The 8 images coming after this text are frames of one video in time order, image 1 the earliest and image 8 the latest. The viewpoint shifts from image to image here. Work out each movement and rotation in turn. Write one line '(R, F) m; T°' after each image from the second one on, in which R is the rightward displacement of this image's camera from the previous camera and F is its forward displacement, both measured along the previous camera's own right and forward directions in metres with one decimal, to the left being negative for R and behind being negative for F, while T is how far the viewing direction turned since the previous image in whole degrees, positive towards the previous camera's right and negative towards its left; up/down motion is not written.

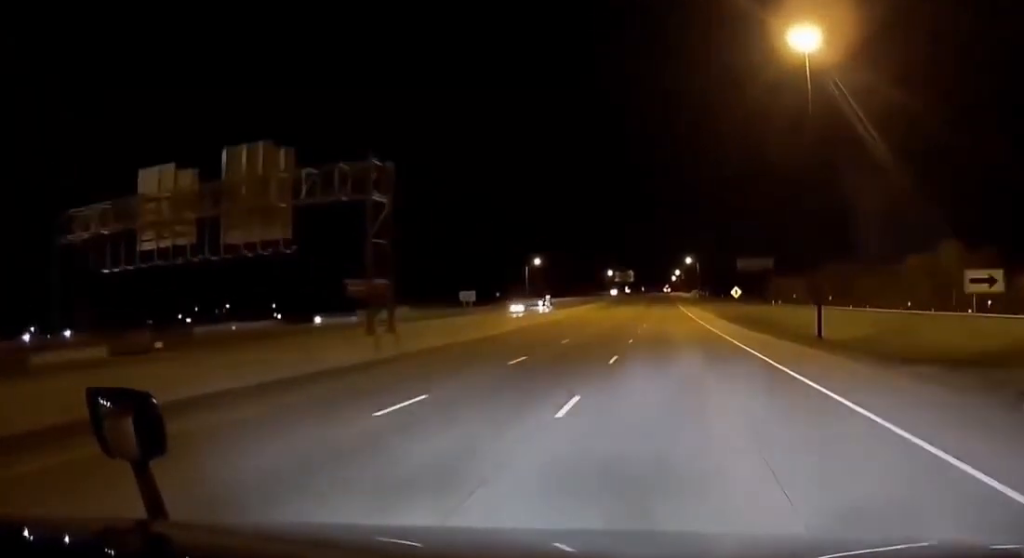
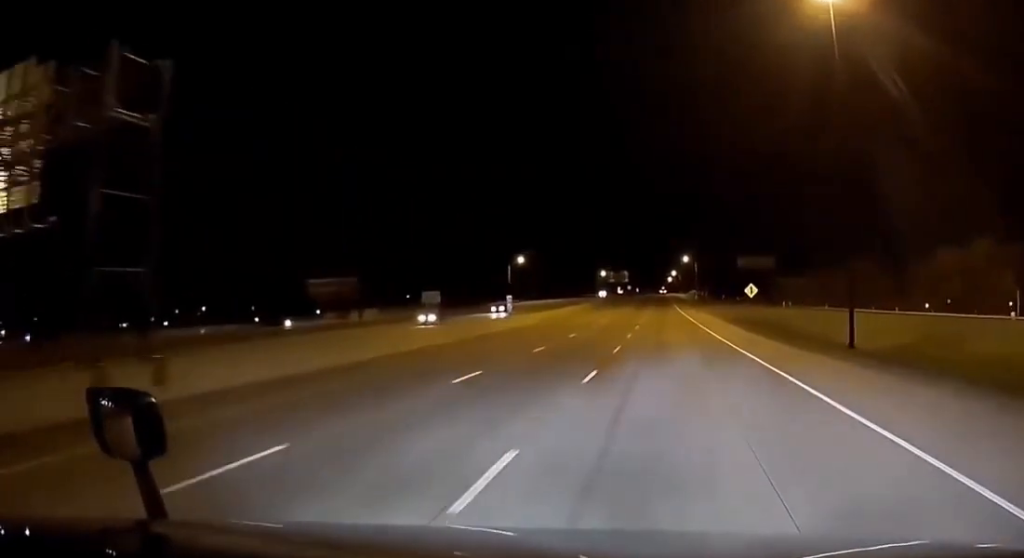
(0.0, +17.3) m; 0°
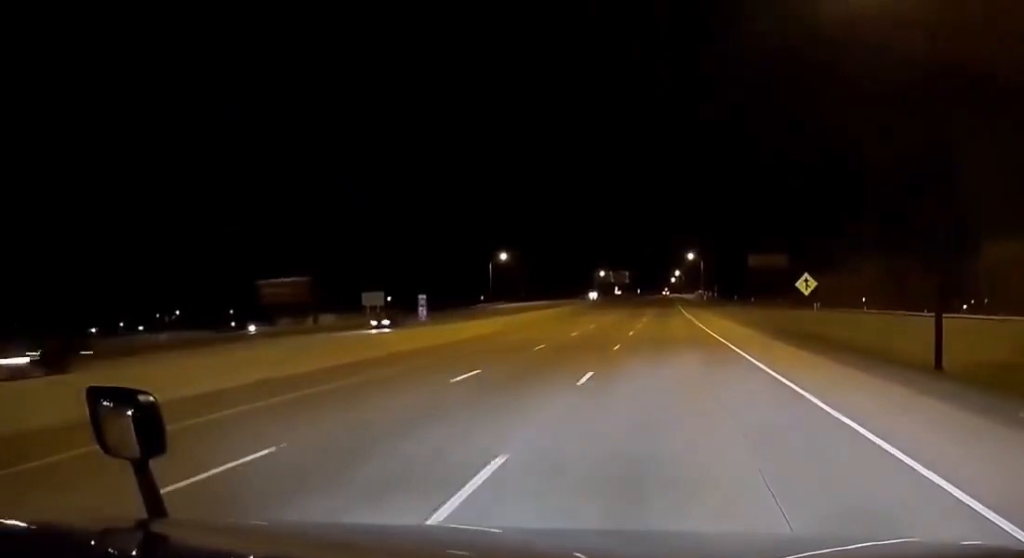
(0.0, +21.8) m; -1°
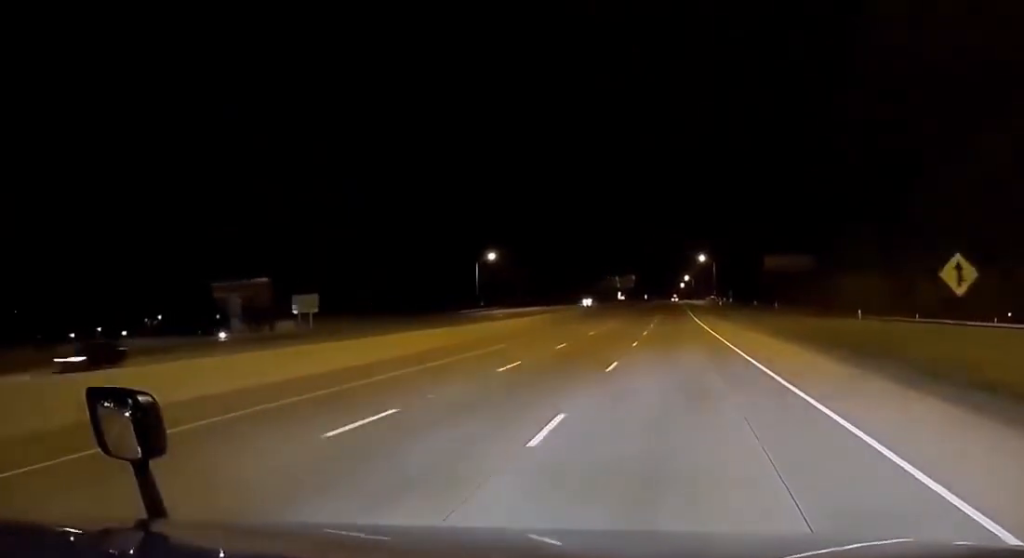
(-0.2, +17.4) m; -1°
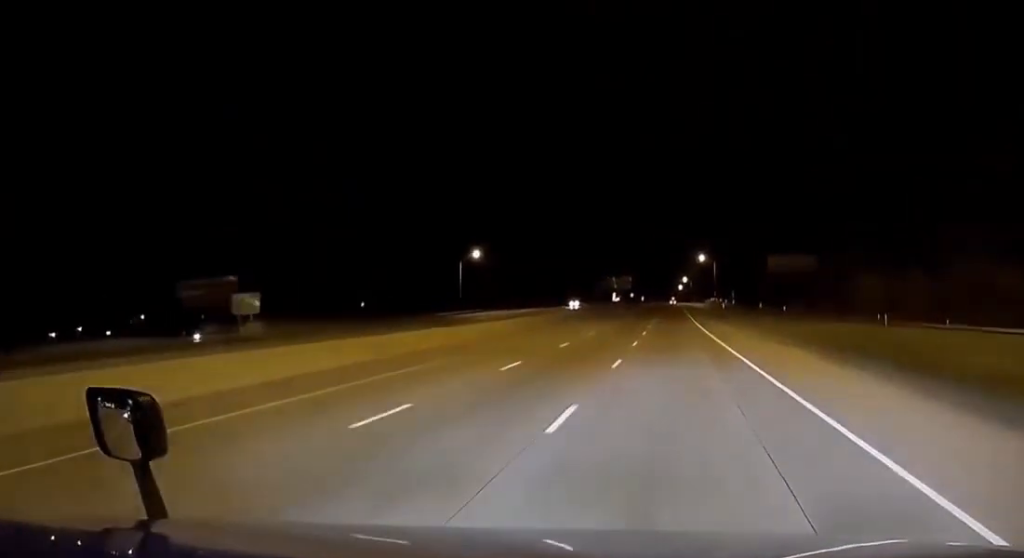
(-0.2, +9.3) m; 0°
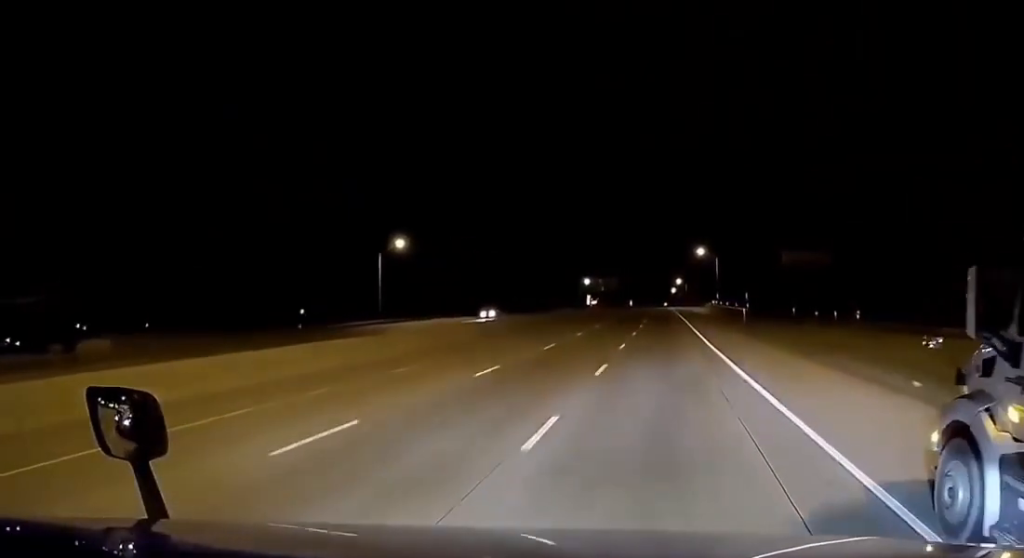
(+0.6, +37.6) m; +1°
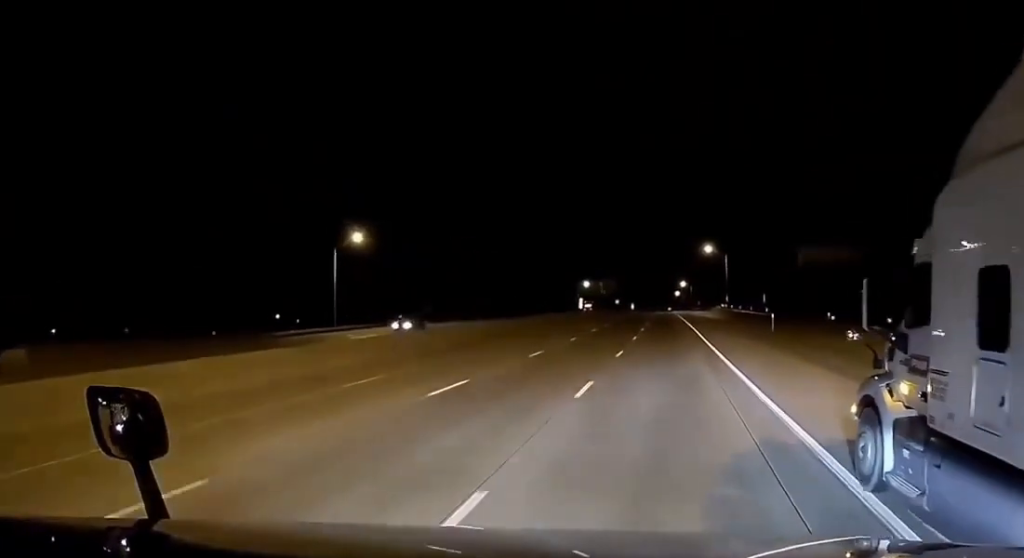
(+0.2, +18.8) m; -1°
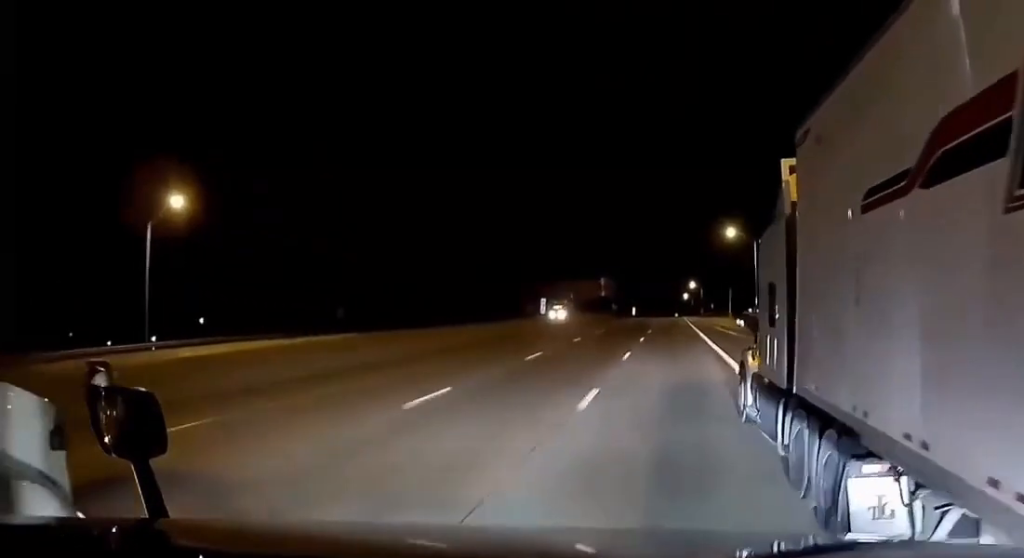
(-1.0, +42.6) m; -2°
